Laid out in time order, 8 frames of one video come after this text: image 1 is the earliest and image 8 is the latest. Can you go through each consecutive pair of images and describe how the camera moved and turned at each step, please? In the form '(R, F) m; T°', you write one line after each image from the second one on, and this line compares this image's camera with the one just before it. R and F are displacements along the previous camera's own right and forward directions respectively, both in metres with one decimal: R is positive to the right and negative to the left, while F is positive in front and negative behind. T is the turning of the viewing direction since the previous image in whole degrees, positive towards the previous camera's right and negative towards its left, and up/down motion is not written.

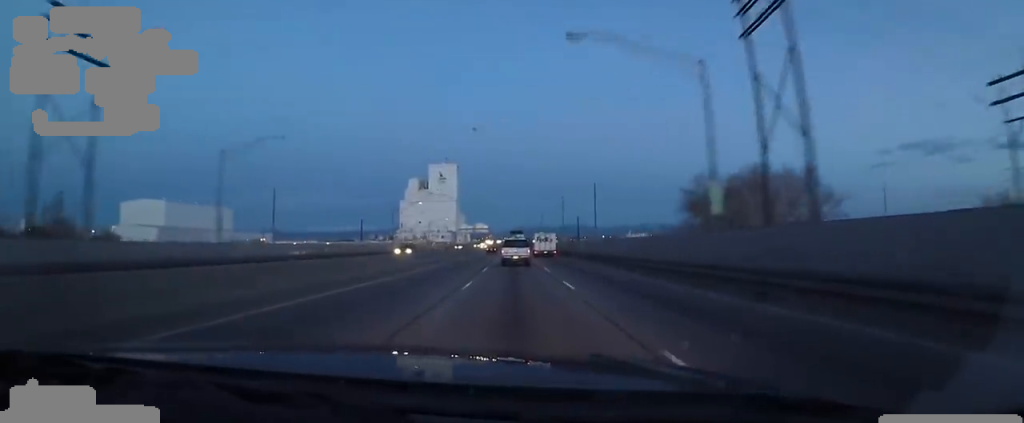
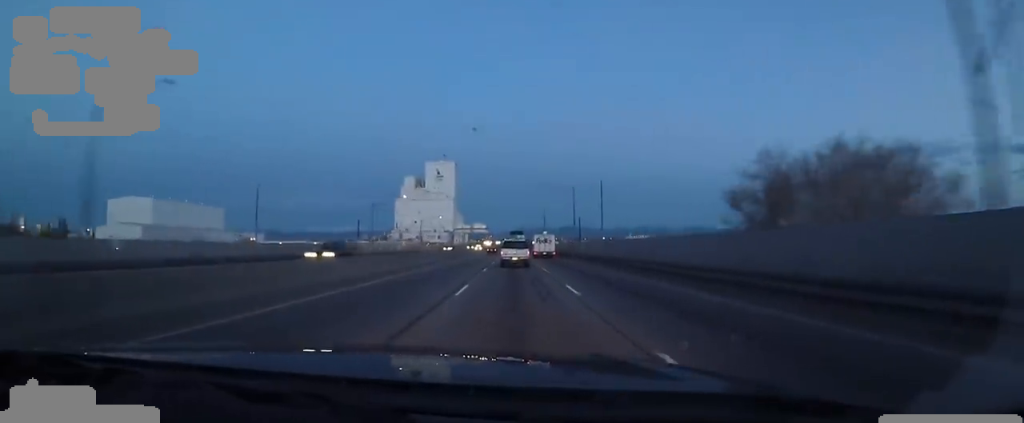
(-0.3, +12.3) m; -1°
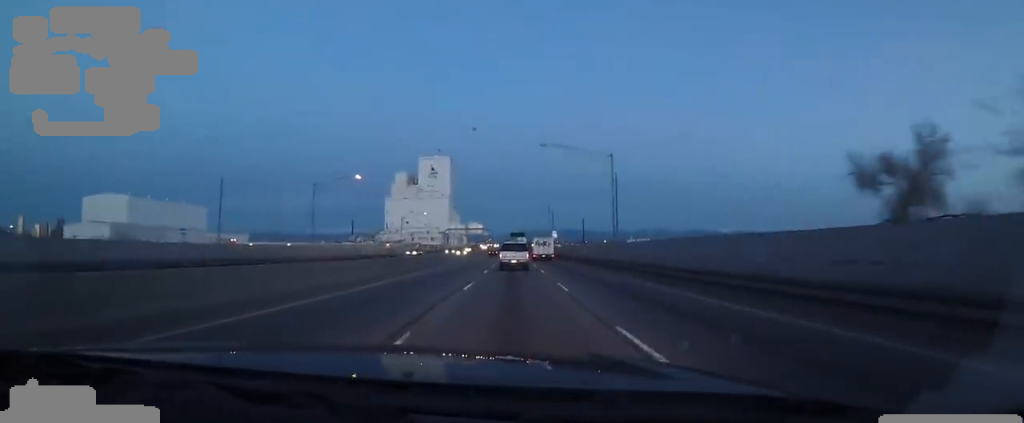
(0.0, +22.0) m; 0°
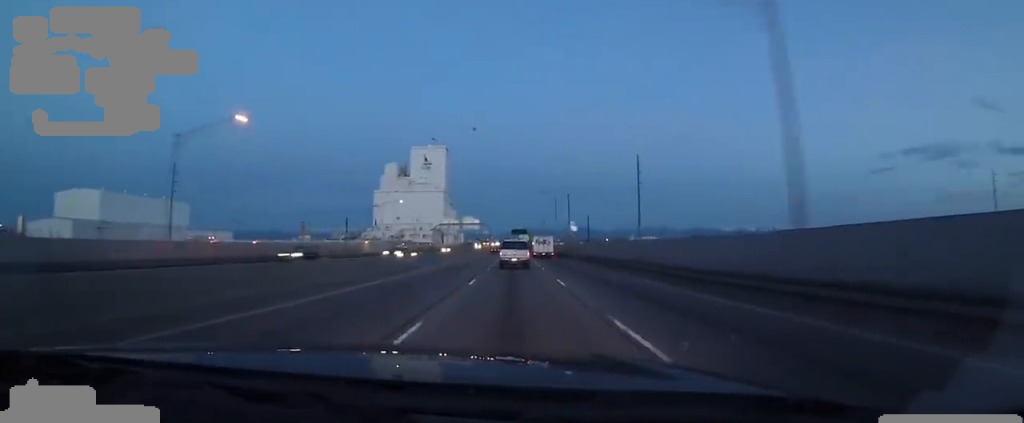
(0.0, +22.8) m; 0°
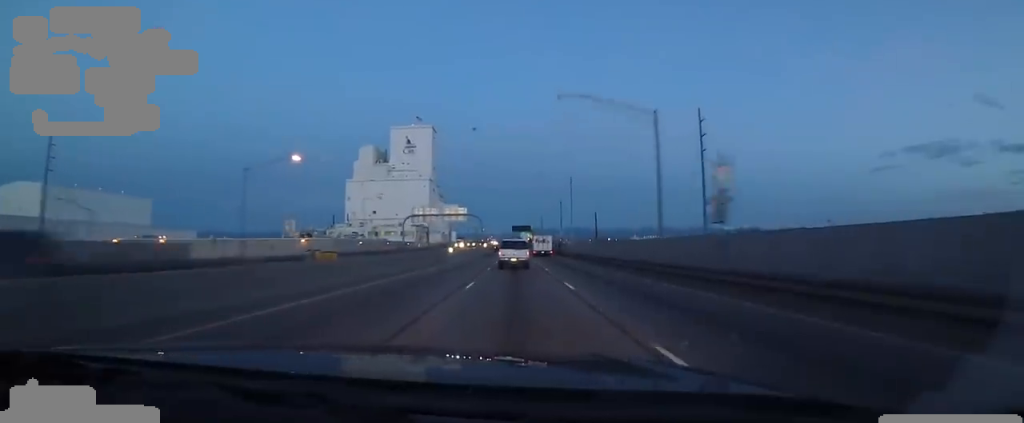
(0.0, +39.5) m; 0°
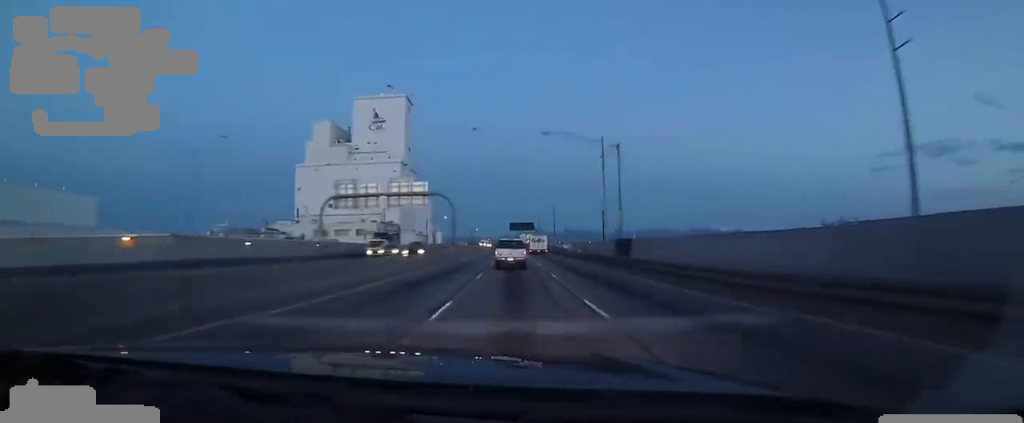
(0.0, +42.9) m; 0°
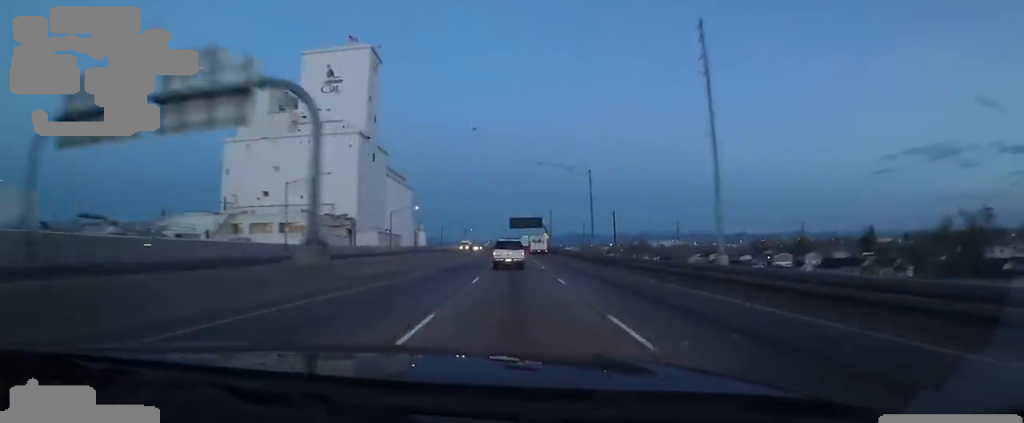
(0.0, +38.4) m; 0°
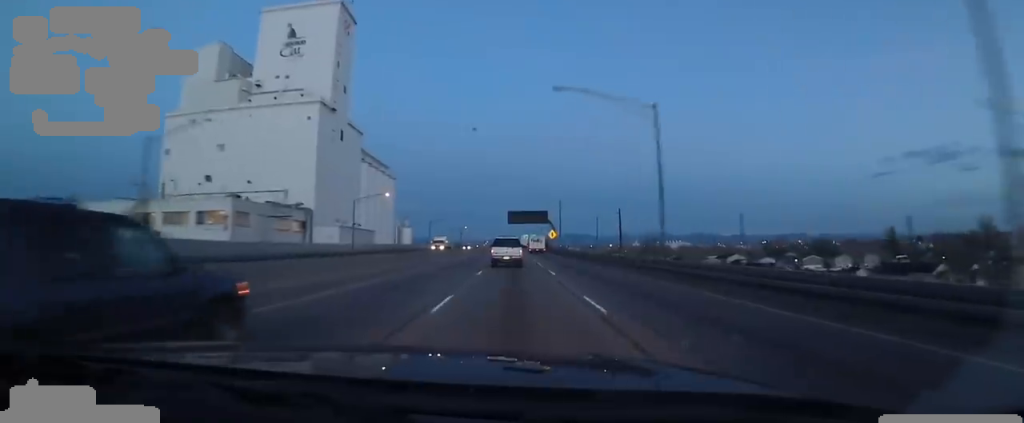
(0.0, +21.0) m; 0°
